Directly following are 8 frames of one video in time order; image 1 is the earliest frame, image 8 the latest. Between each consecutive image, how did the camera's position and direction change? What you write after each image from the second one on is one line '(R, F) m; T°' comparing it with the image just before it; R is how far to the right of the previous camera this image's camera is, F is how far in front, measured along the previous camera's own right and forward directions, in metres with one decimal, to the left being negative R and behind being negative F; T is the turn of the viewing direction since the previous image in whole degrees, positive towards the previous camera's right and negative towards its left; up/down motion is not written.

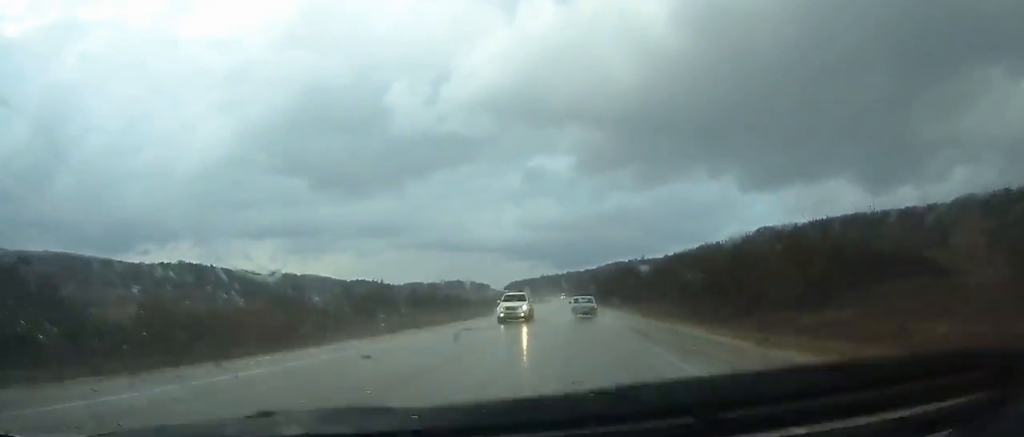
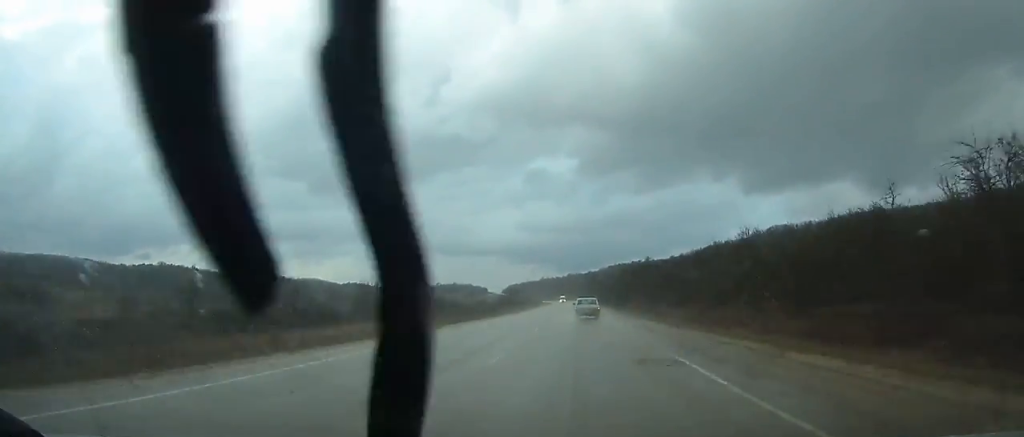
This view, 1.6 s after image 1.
(+0.1, +36.7) m; 0°
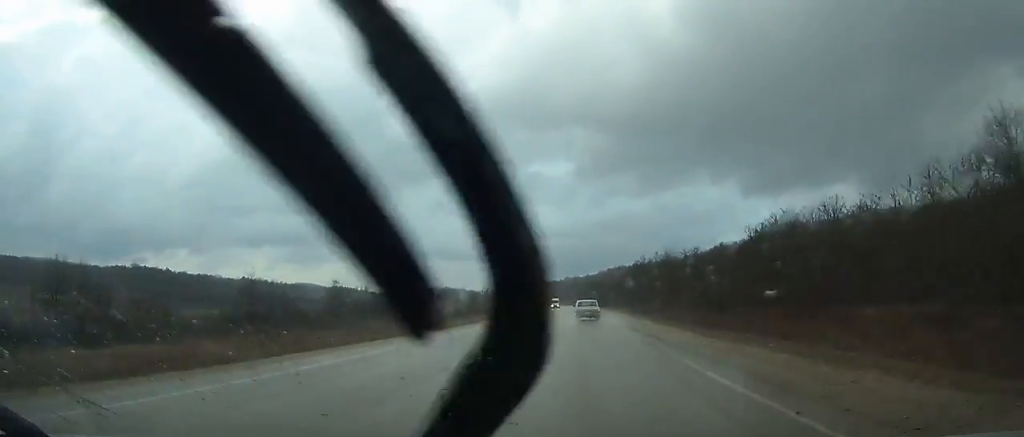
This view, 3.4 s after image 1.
(+0.1, +41.7) m; 0°
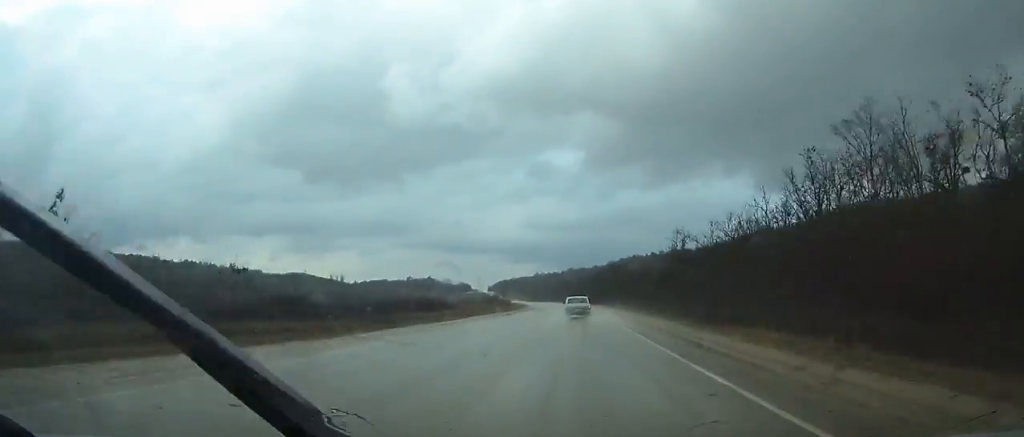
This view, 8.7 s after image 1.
(-0.3, +124.4) m; -1°
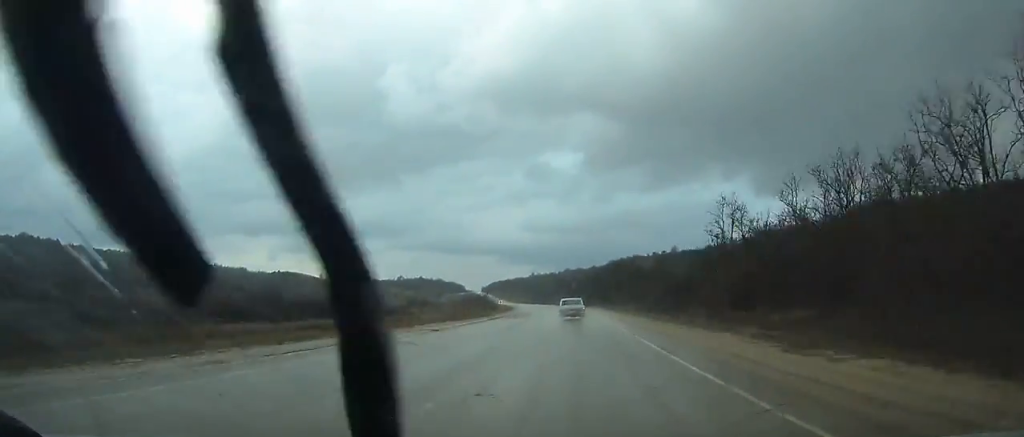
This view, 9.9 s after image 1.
(-0.3, +28.4) m; -1°
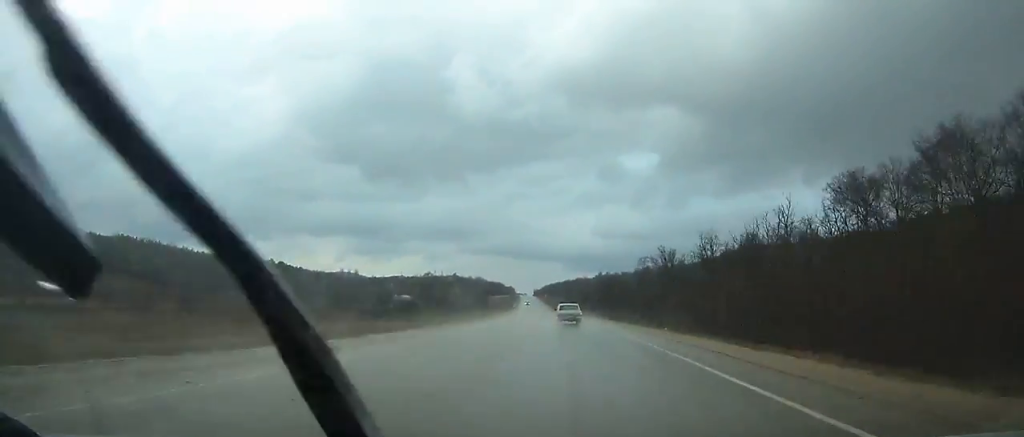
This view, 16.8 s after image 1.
(-7.7, +164.2) m; -6°
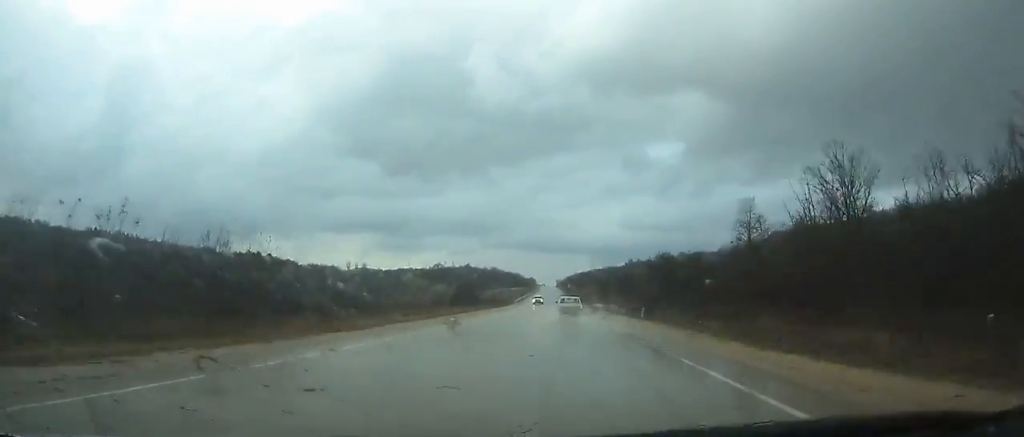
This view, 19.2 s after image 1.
(-1.2, +57.7) m; -2°
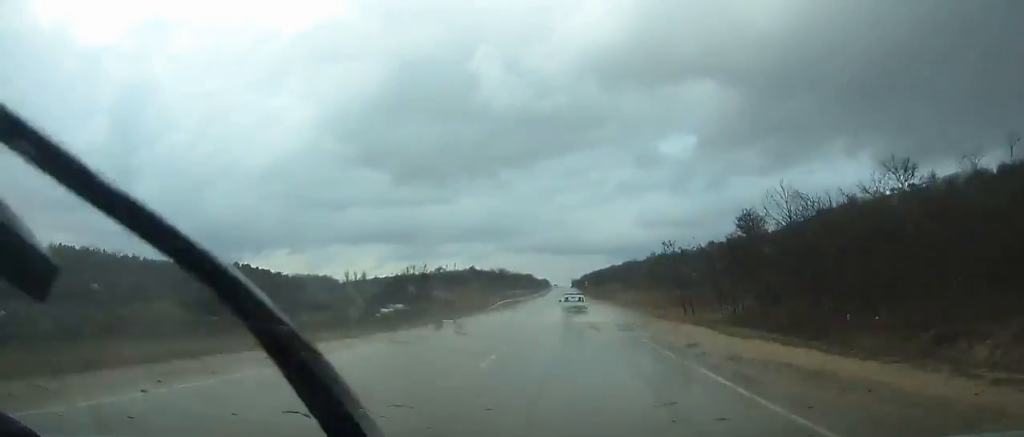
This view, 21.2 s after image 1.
(-0.6, +48.0) m; -1°
